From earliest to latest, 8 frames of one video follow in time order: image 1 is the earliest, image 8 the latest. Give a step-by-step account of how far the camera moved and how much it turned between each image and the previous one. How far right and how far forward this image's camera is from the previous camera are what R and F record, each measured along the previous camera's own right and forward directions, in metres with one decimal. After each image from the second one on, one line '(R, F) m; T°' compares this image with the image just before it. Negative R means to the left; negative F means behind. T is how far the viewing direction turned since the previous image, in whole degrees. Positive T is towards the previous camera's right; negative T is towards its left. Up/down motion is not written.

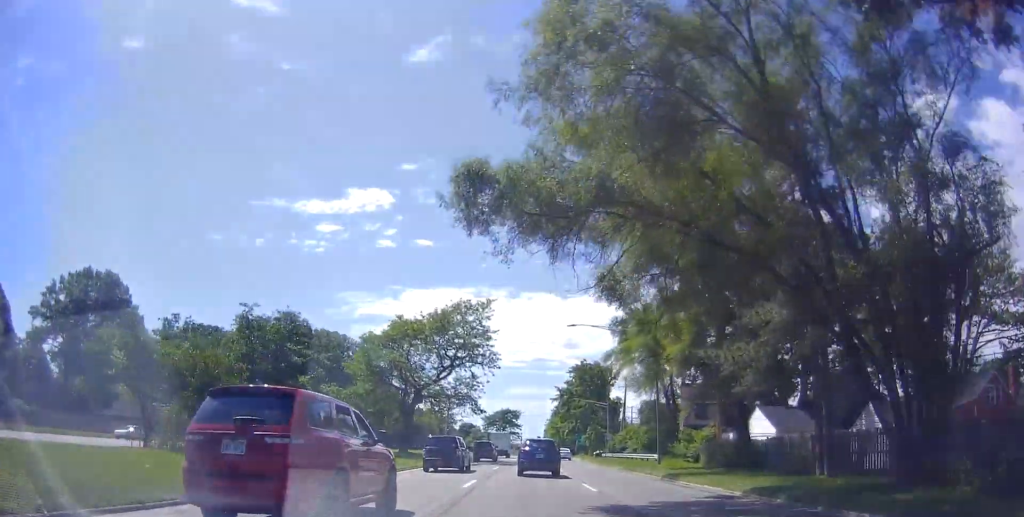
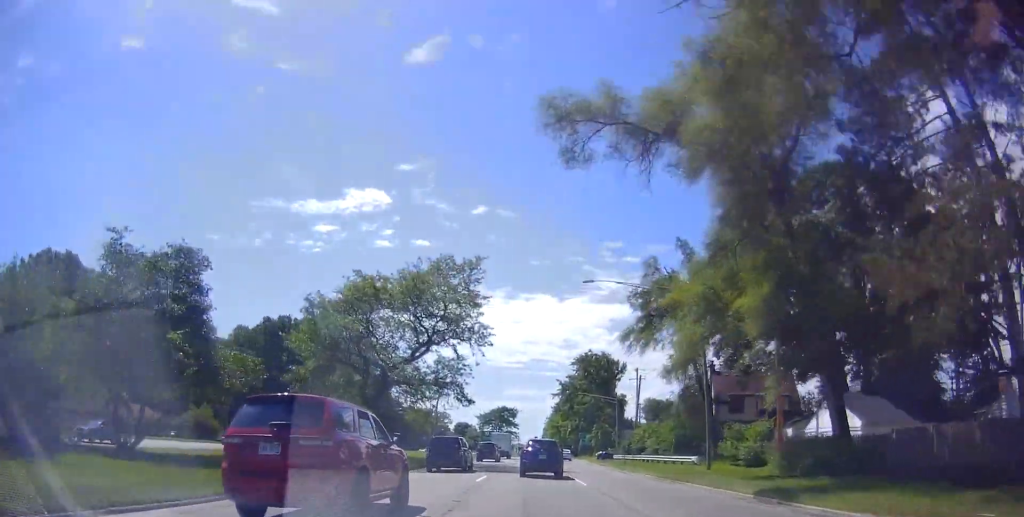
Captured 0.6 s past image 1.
(-0.1, +11.8) m; -1°
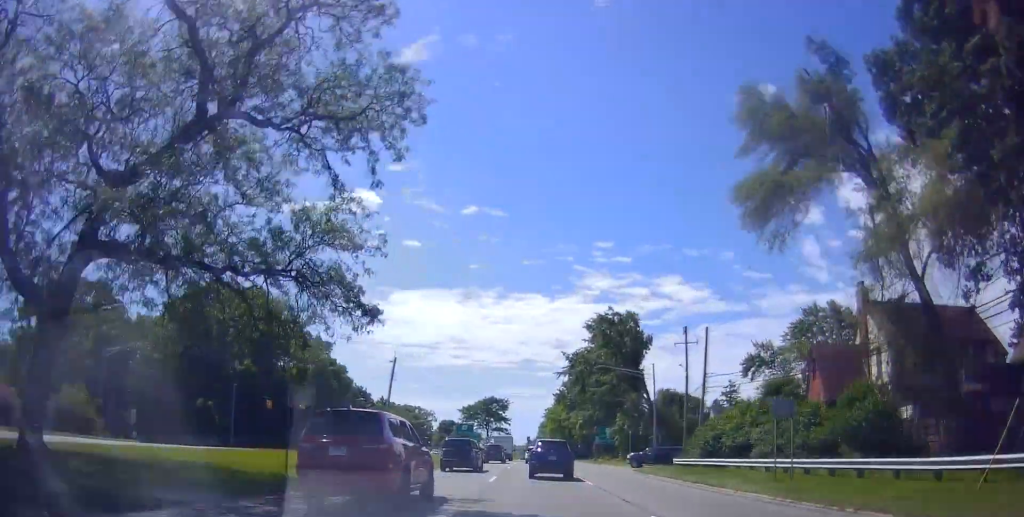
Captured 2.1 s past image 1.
(0.0, +29.6) m; 0°
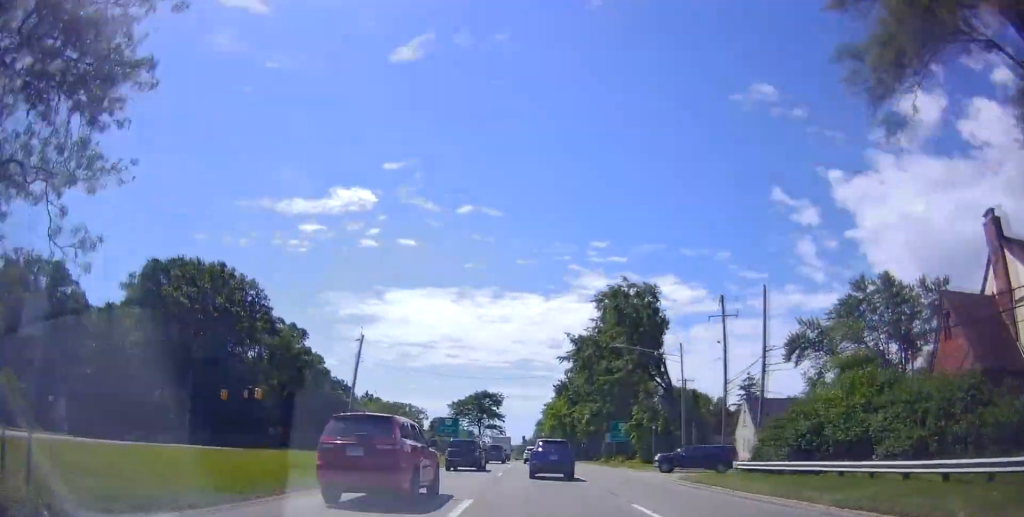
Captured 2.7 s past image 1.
(0.0, +12.4) m; +1°
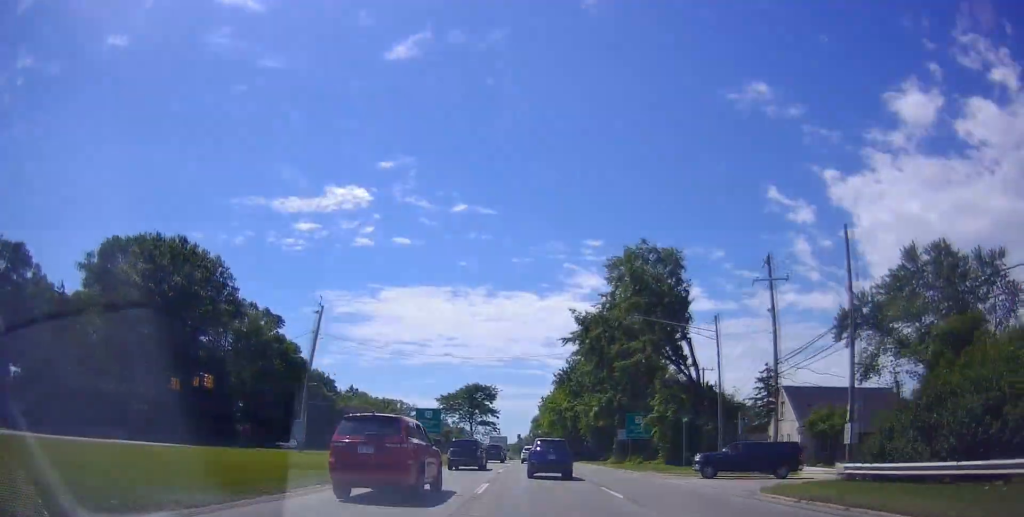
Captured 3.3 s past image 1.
(-0.1, +10.4) m; +1°
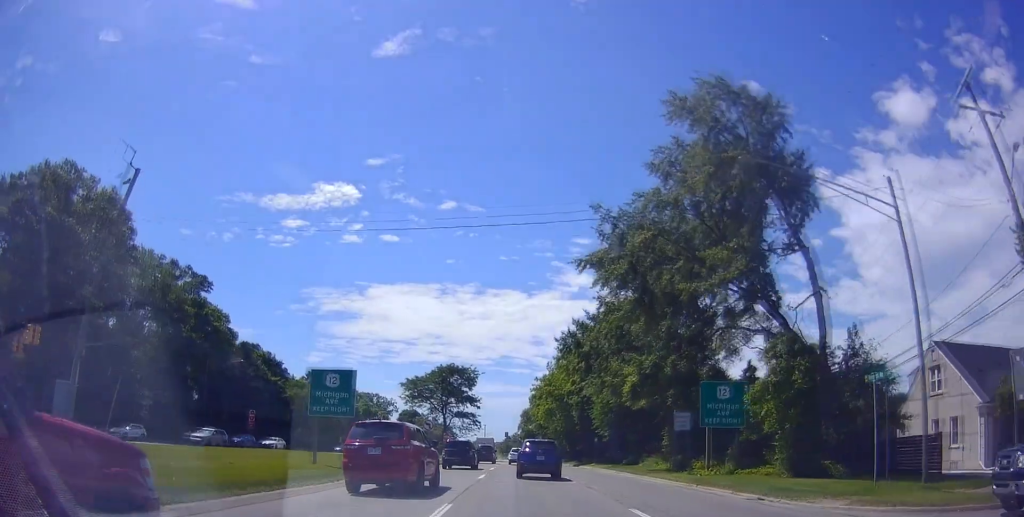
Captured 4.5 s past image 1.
(+0.3, +23.4) m; 0°
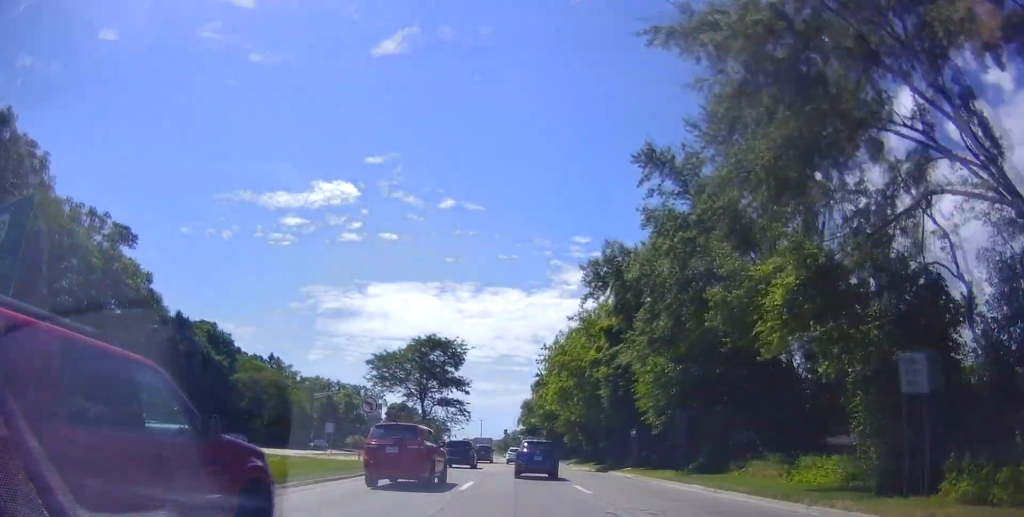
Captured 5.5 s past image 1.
(-0.1, +20.0) m; +2°
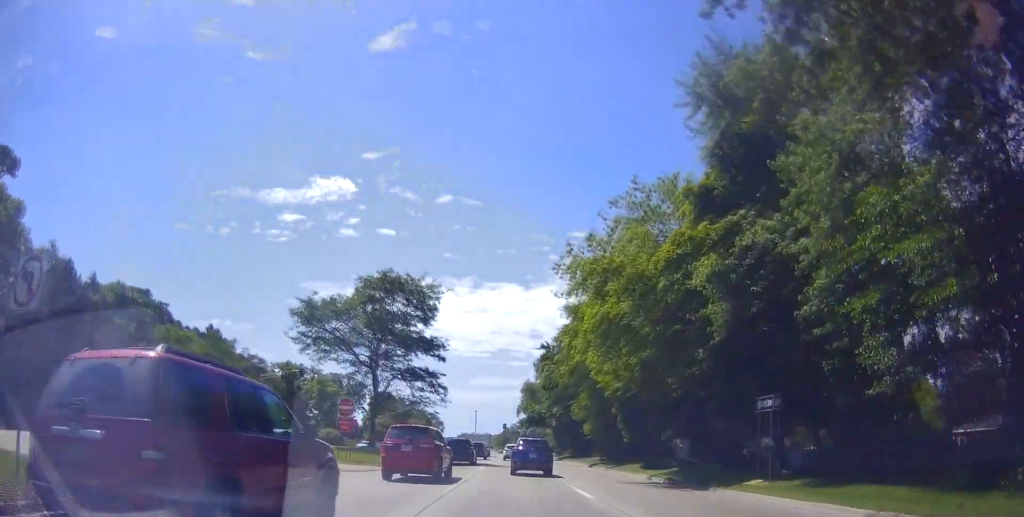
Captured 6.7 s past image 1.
(+0.7, +22.7) m; +1°
